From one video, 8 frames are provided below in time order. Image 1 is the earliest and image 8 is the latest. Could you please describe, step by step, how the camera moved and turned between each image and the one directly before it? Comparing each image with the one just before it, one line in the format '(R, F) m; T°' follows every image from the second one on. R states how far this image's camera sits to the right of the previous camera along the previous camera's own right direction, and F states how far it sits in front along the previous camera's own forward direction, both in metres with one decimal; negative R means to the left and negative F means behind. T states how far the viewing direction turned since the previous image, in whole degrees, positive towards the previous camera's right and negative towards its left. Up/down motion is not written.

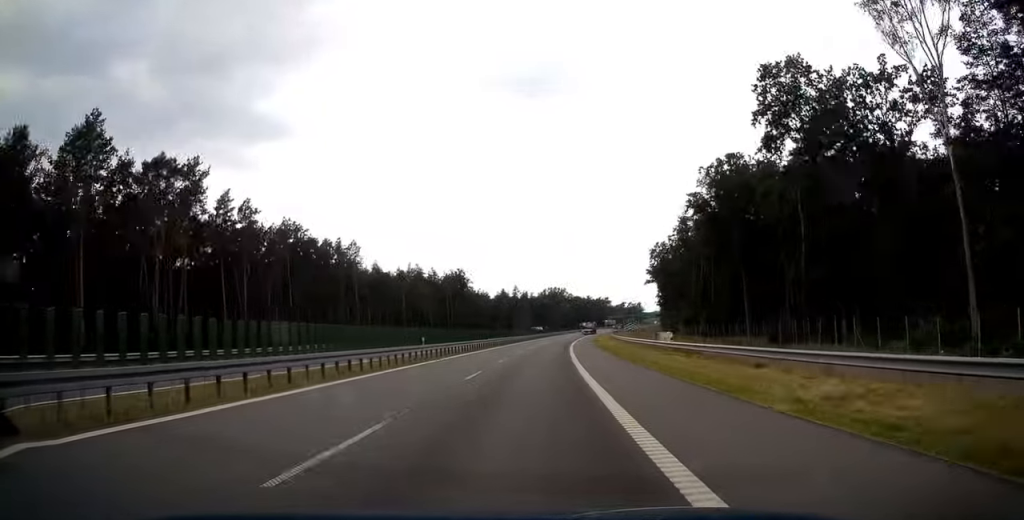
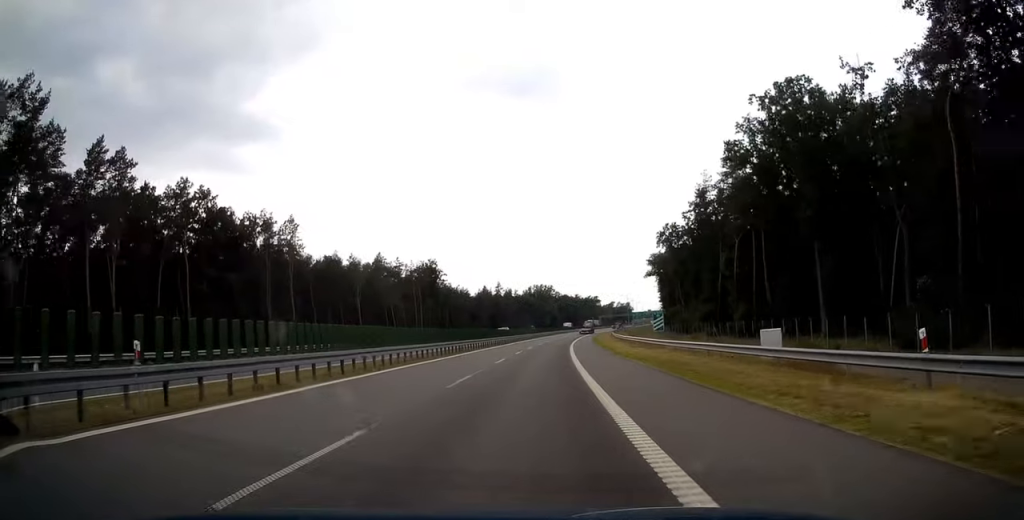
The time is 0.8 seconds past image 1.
(+0.5, +24.6) m; +2°
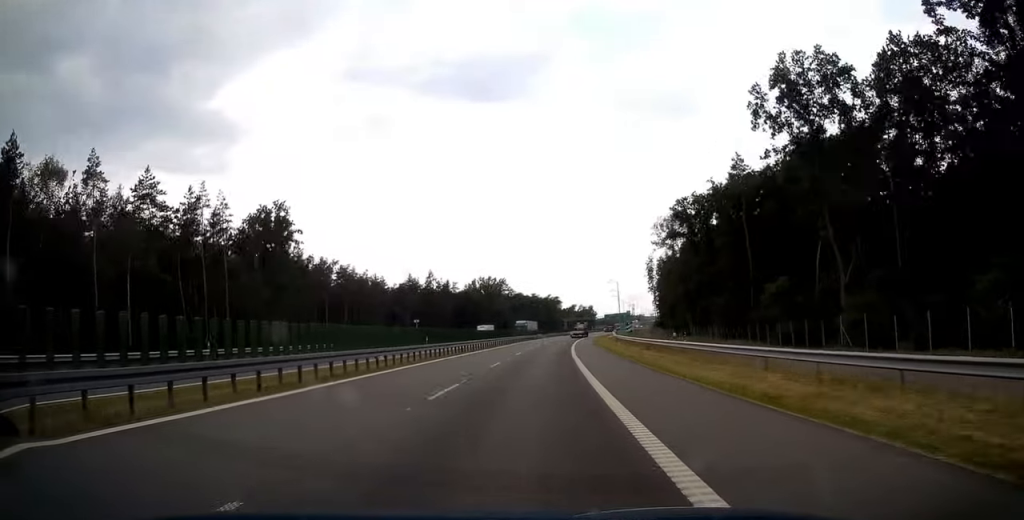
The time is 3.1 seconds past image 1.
(+2.8, +75.3) m; +4°
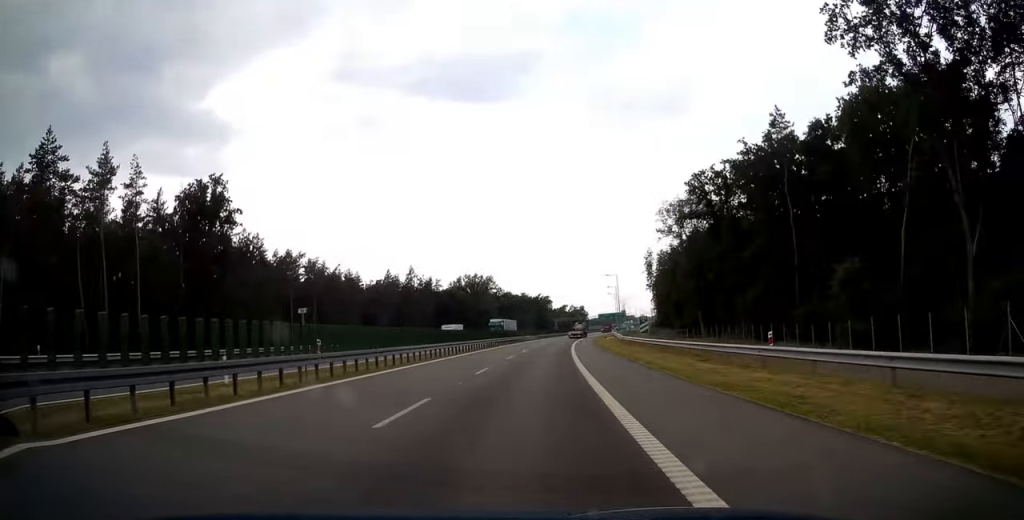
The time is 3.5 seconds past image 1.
(+0.2, +15.7) m; +1°
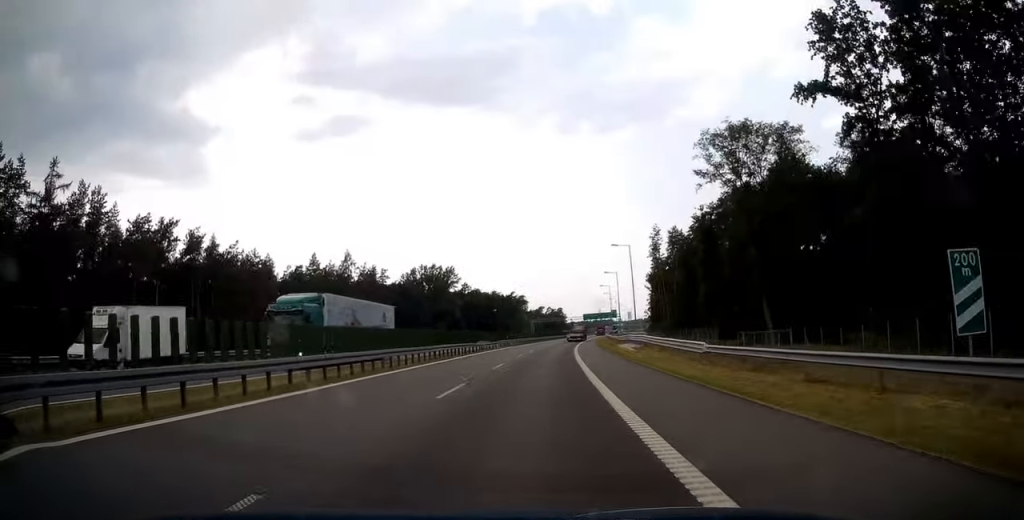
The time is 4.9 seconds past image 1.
(+0.9, +43.4) m; +2°
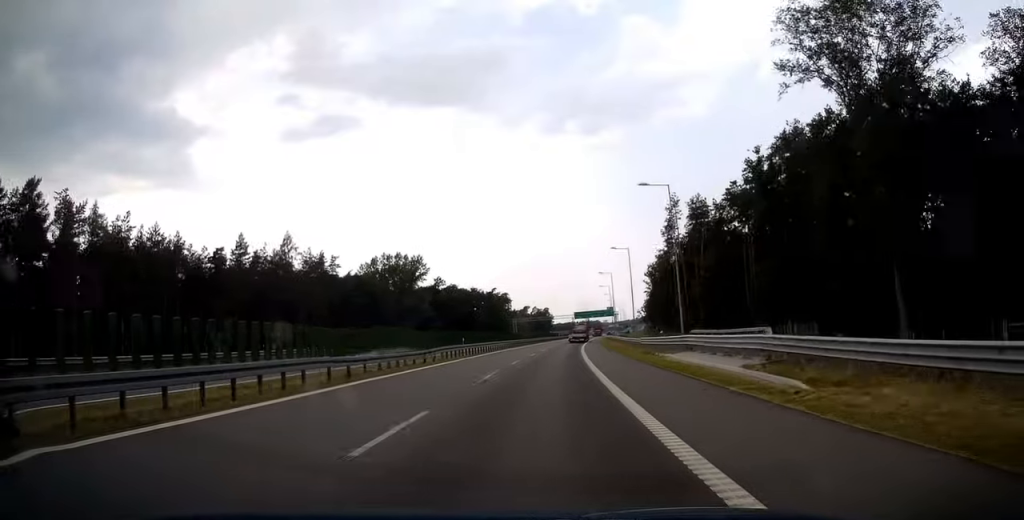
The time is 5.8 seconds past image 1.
(+0.4, +29.8) m; +1°
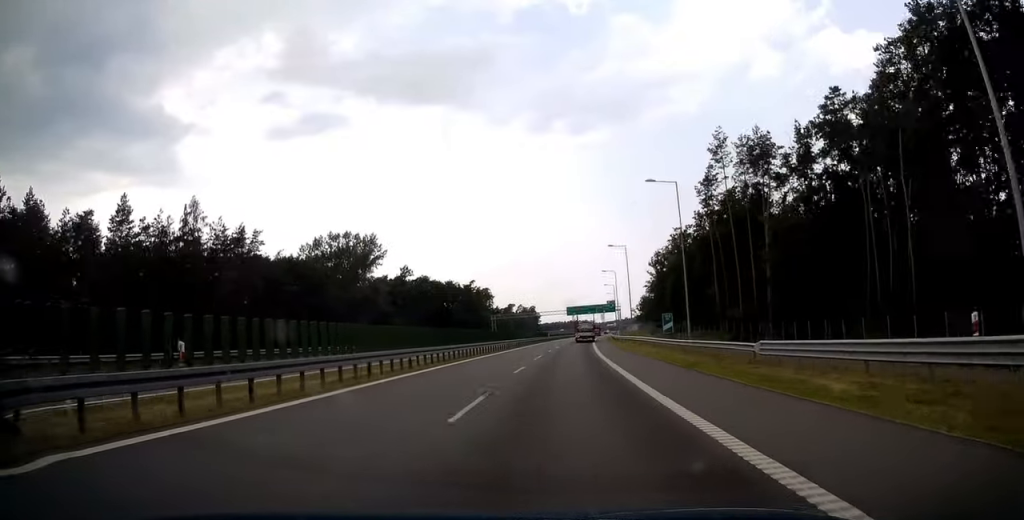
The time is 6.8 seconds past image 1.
(+0.2, +33.1) m; +1°
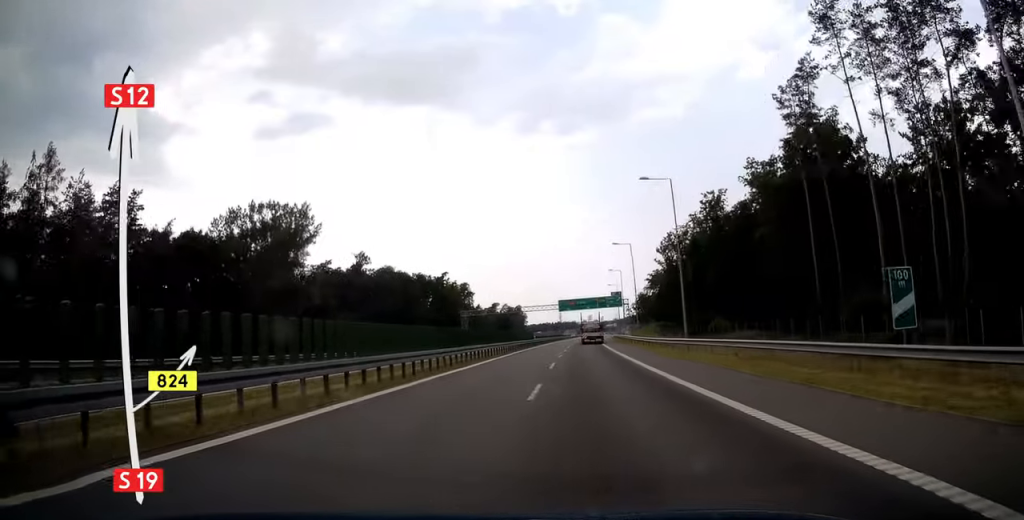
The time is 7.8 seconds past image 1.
(+0.6, +32.6) m; +2°
